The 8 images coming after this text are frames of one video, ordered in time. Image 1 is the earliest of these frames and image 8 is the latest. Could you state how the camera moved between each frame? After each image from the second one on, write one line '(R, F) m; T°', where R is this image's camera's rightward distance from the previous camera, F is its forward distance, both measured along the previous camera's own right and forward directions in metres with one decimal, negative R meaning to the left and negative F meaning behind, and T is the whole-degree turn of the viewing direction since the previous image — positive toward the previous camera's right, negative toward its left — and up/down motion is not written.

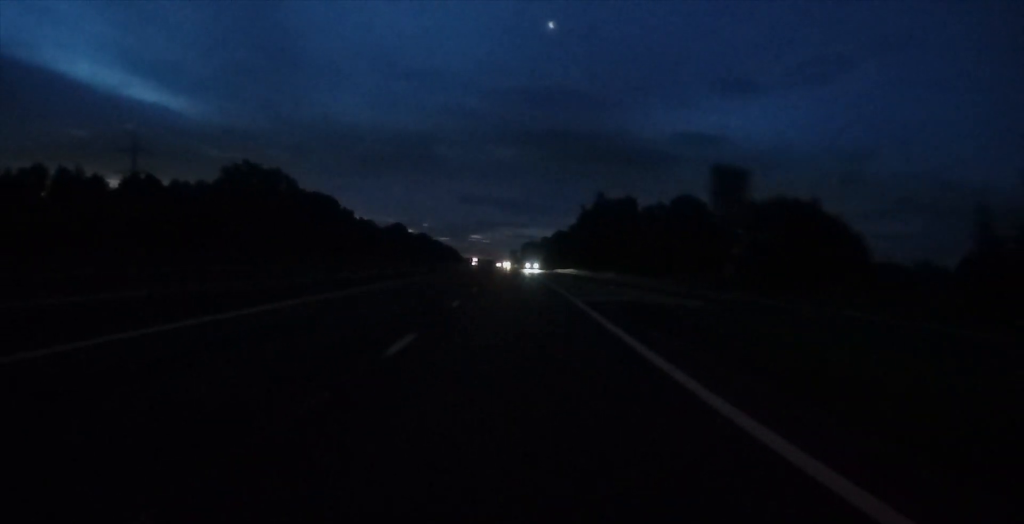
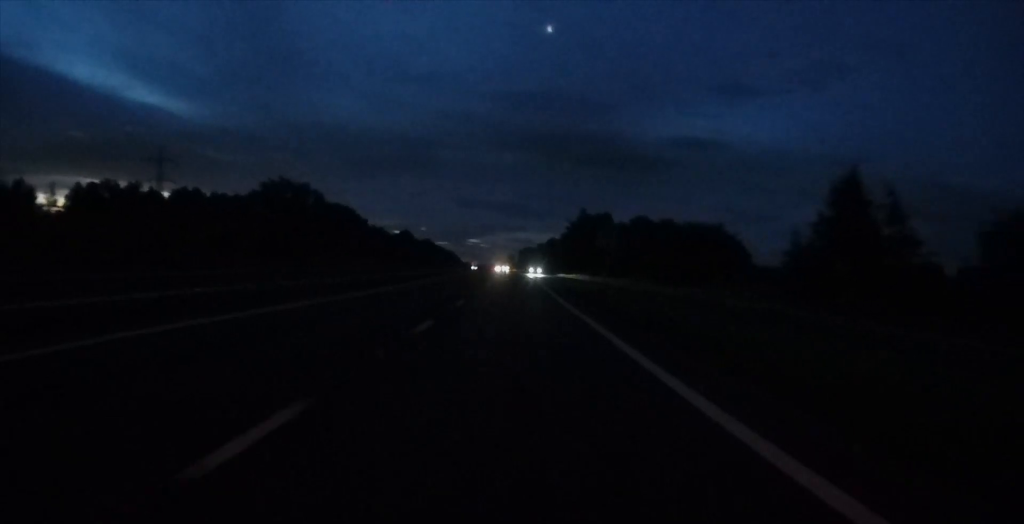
(-0.1, +21.0) m; 0°
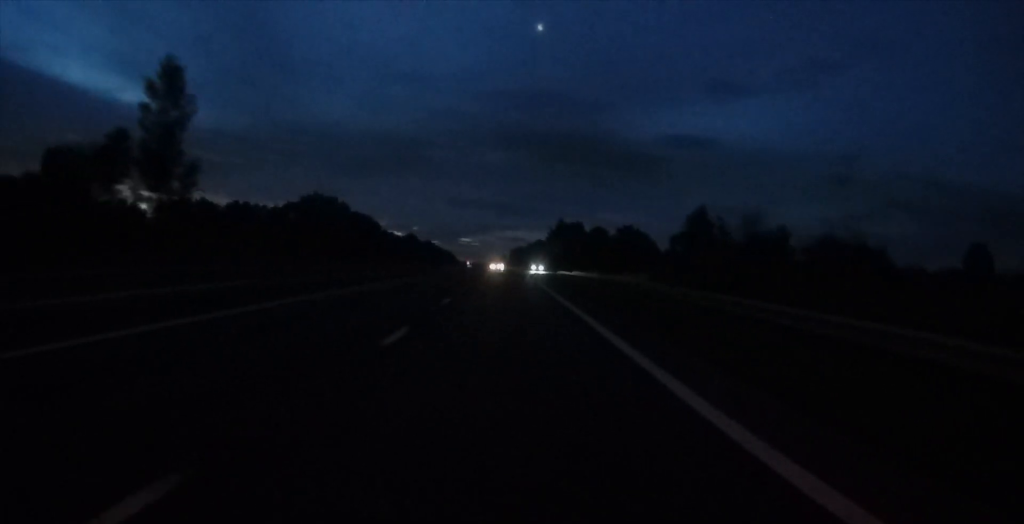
(+0.1, +33.4) m; 0°
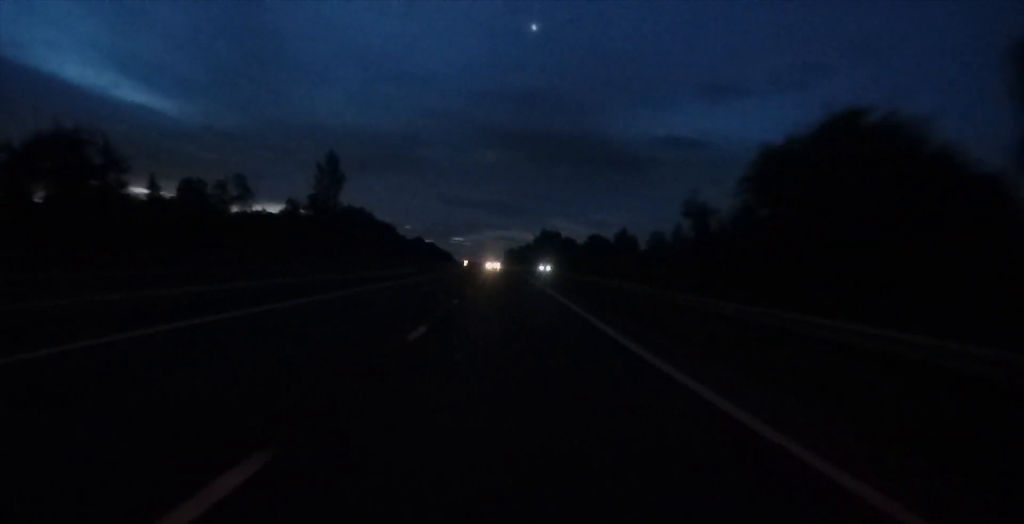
(+0.9, +45.3) m; +2°
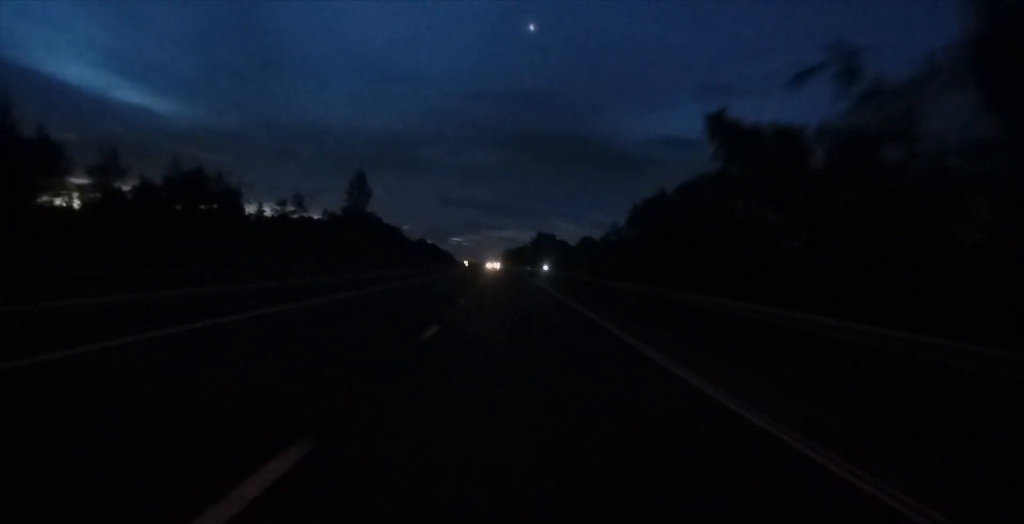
(-0.2, +18.1) m; 0°
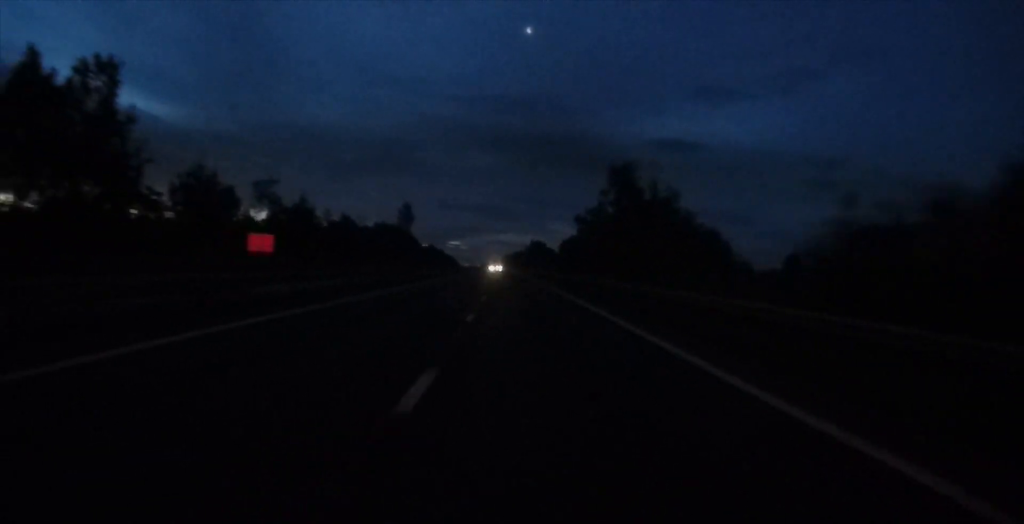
(-0.5, +49.6) m; 0°
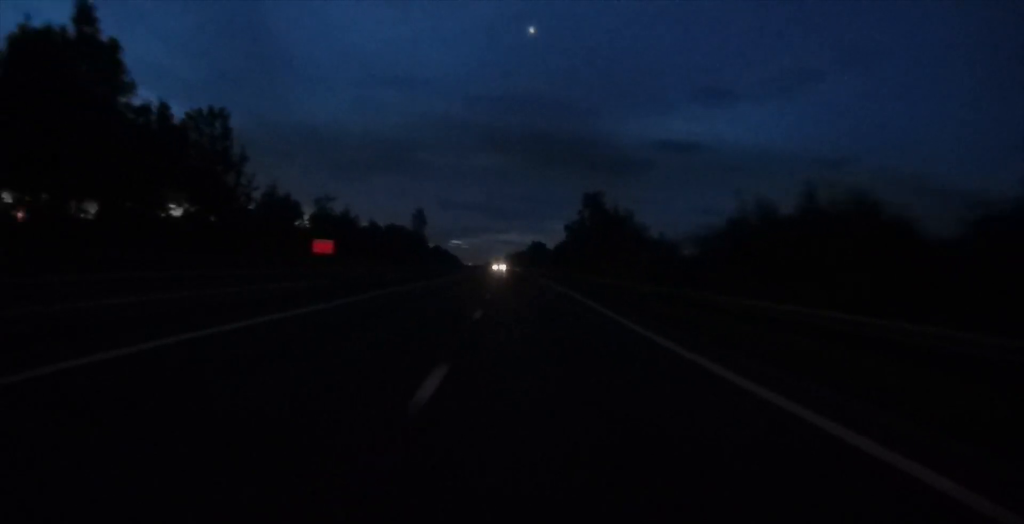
(0.0, +18.4) m; +1°
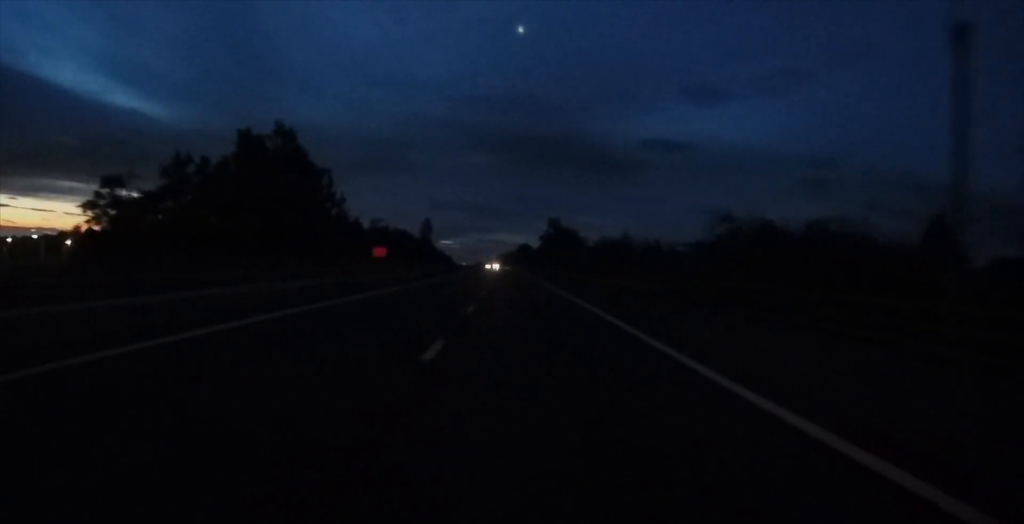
(+0.6, +38.9) m; +1°
